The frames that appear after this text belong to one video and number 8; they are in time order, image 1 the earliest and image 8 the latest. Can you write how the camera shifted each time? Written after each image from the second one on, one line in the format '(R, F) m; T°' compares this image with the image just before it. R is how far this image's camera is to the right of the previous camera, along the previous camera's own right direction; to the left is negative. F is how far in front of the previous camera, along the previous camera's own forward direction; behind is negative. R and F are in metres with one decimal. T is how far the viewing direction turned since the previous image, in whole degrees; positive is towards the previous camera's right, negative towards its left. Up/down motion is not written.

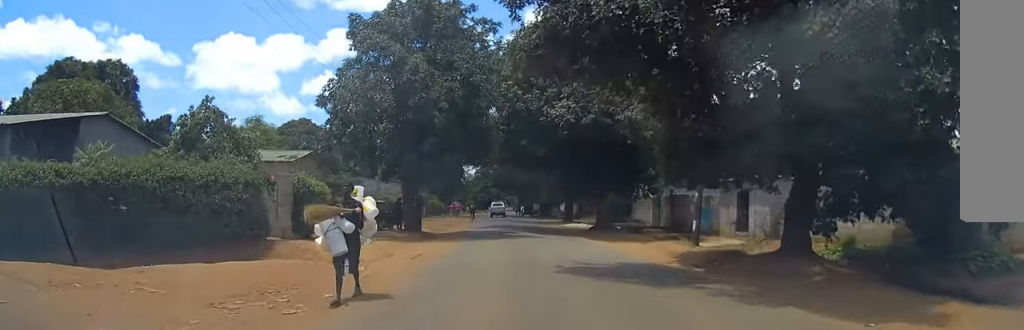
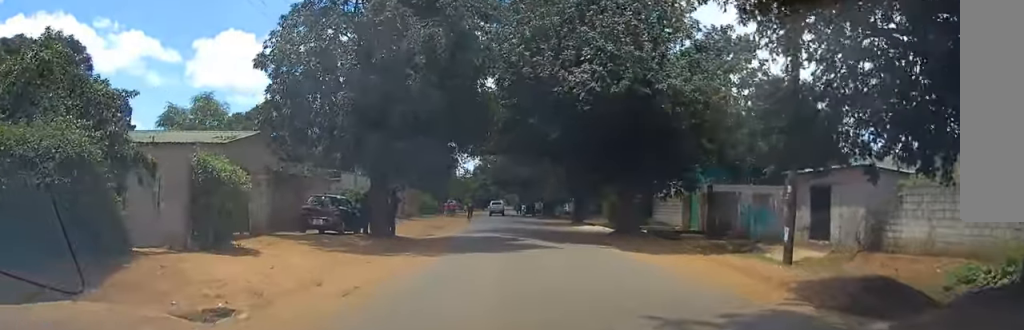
(+0.9, +6.3) m; +10°
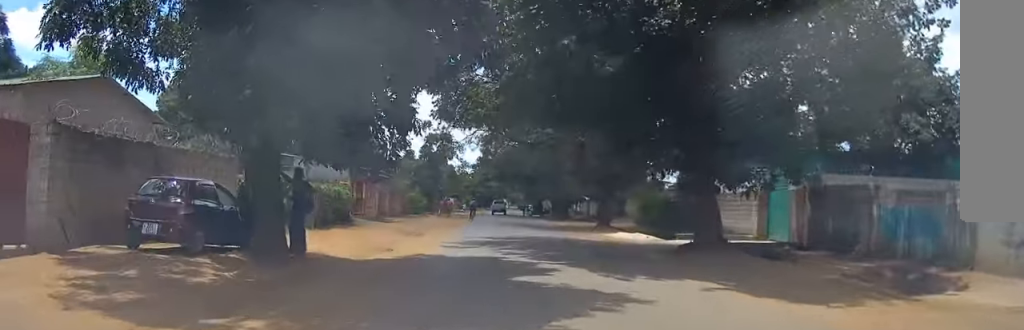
(+0.3, +10.0) m; -5°
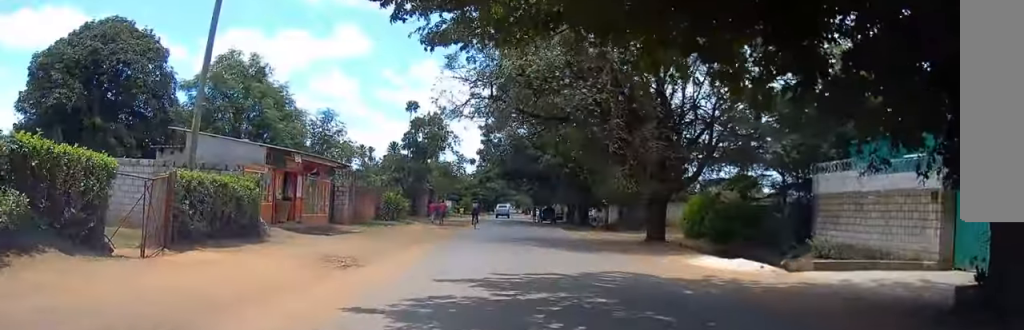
(-0.8, +13.5) m; -4°
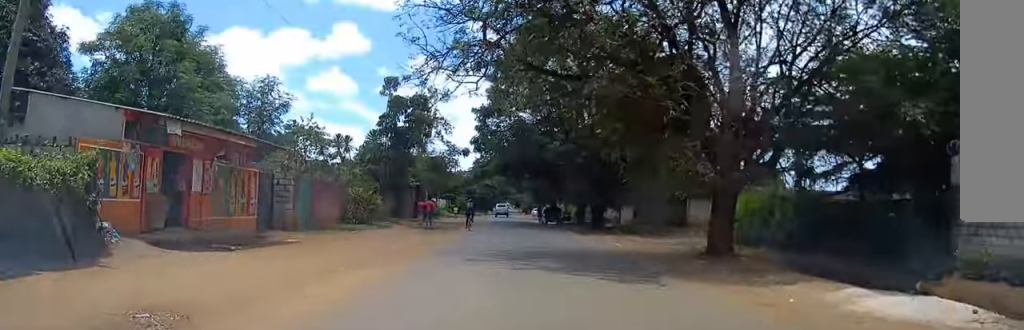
(0.0, +9.1) m; 0°
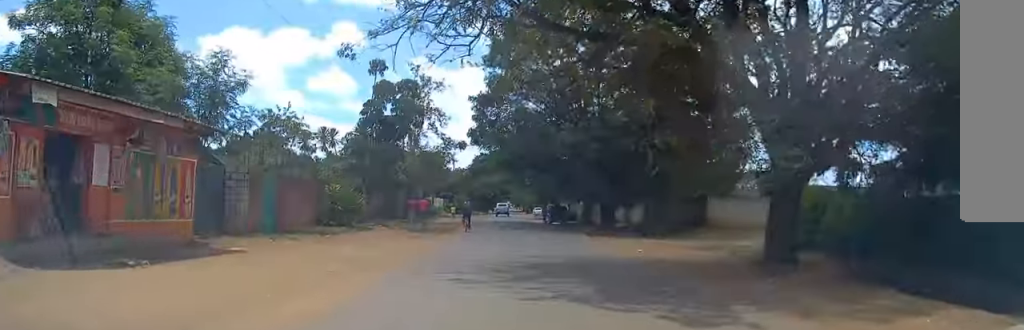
(0.0, +4.7) m; 0°
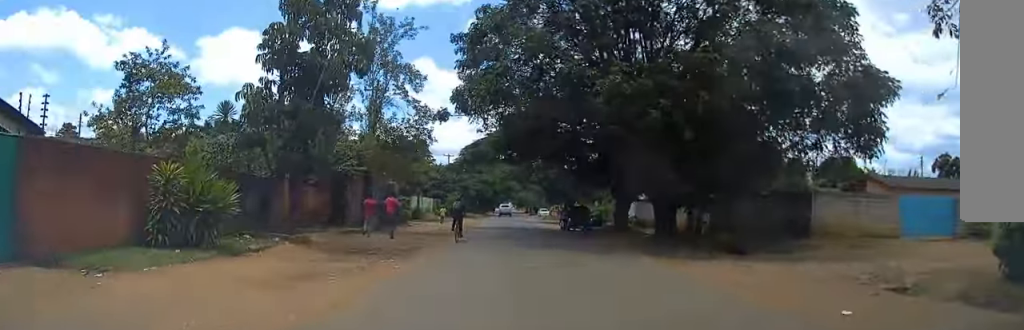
(0.0, +15.0) m; +1°
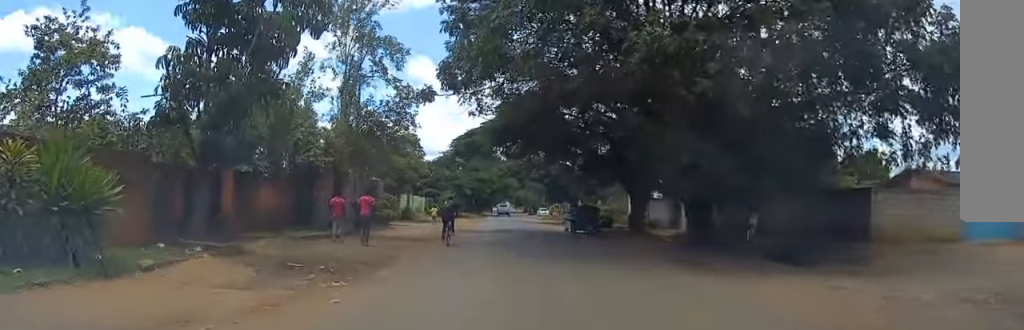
(+0.1, +5.2) m; 0°
